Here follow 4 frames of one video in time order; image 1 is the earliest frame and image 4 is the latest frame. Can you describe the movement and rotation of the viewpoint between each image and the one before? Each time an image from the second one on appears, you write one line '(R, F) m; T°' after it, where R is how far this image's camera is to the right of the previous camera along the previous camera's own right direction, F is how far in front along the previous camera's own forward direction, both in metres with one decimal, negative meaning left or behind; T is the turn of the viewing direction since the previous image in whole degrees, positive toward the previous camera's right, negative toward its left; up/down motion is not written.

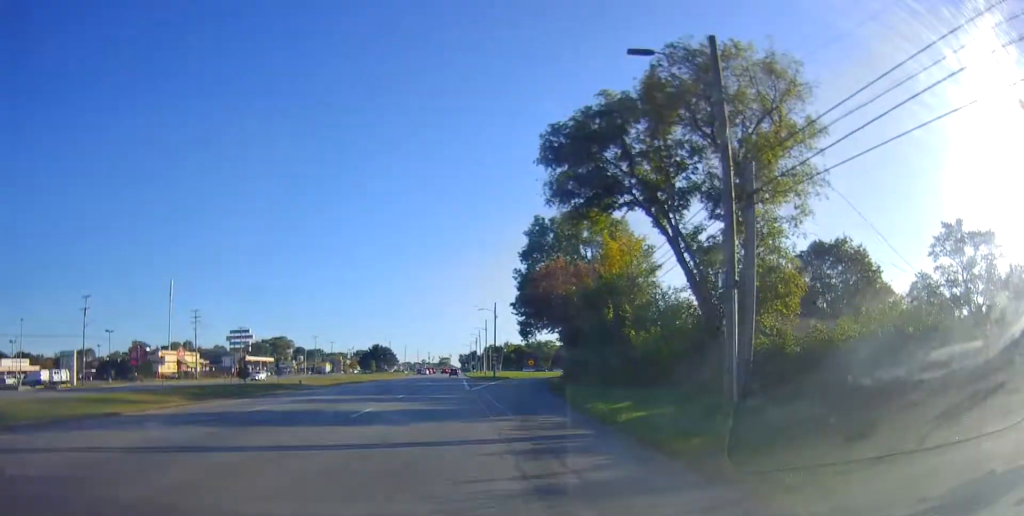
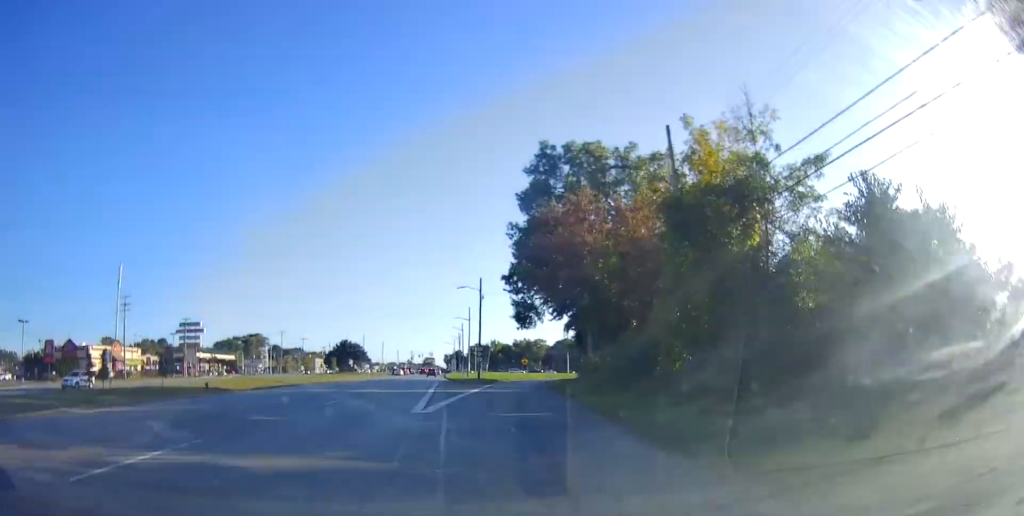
(0.0, +20.5) m; +1°
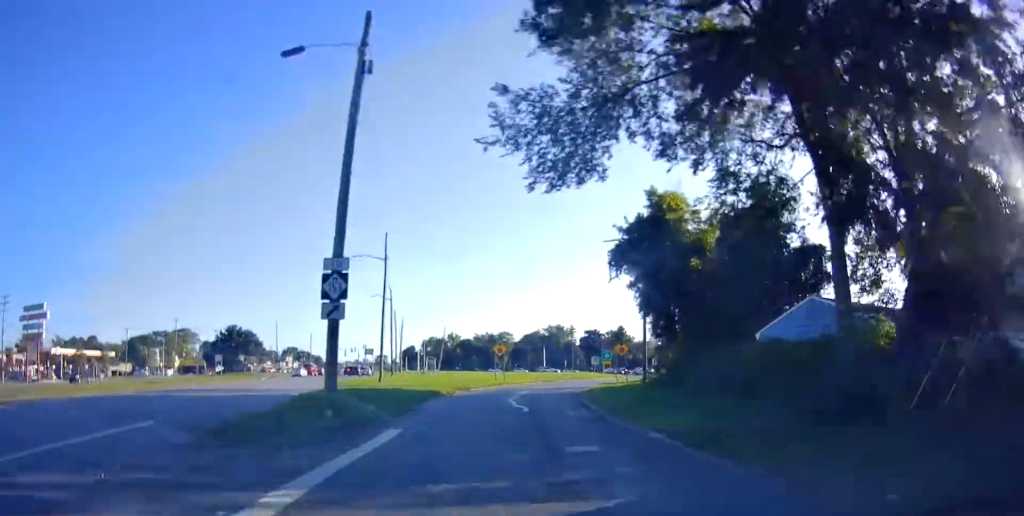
(+1.7, +46.2) m; +6°
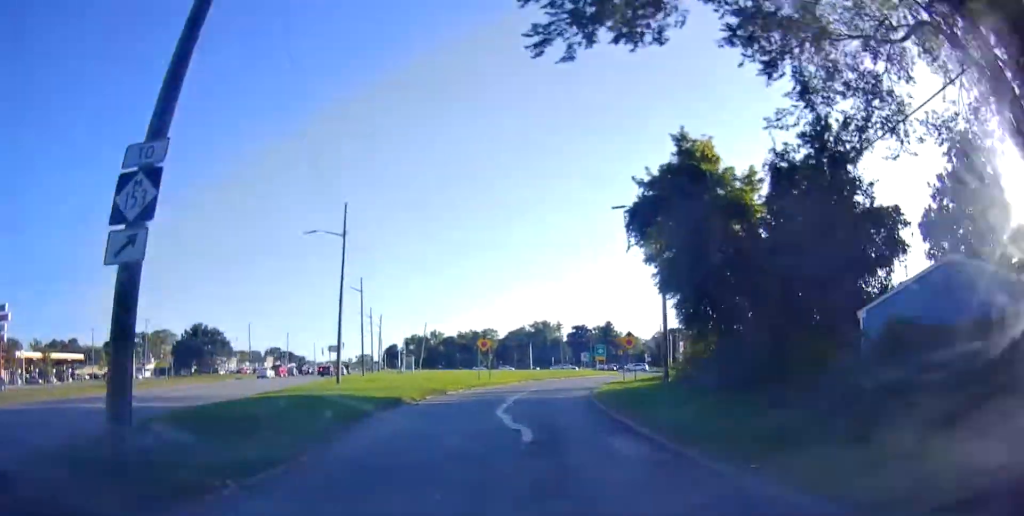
(0.0, +7.6) m; -1°
